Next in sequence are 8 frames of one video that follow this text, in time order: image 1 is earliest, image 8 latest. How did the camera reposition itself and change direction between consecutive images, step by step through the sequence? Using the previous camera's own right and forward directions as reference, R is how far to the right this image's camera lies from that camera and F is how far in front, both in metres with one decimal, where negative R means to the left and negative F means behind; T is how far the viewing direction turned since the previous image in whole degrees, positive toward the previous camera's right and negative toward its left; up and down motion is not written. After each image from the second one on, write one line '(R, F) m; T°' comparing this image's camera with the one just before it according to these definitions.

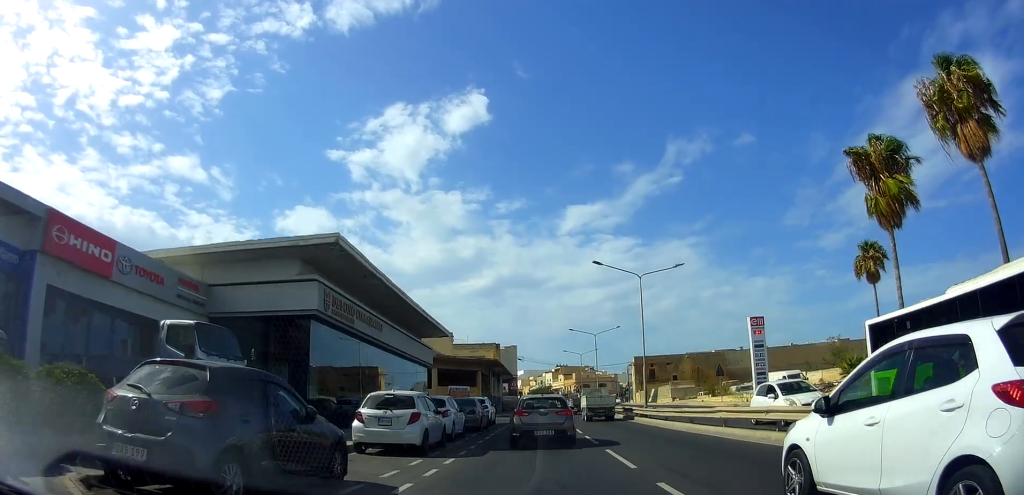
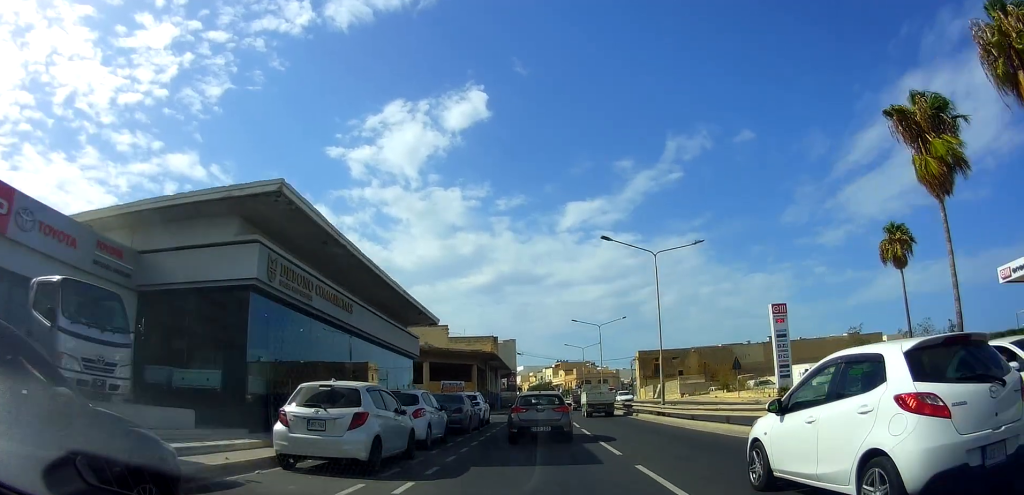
(-0.1, +4.3) m; -1°
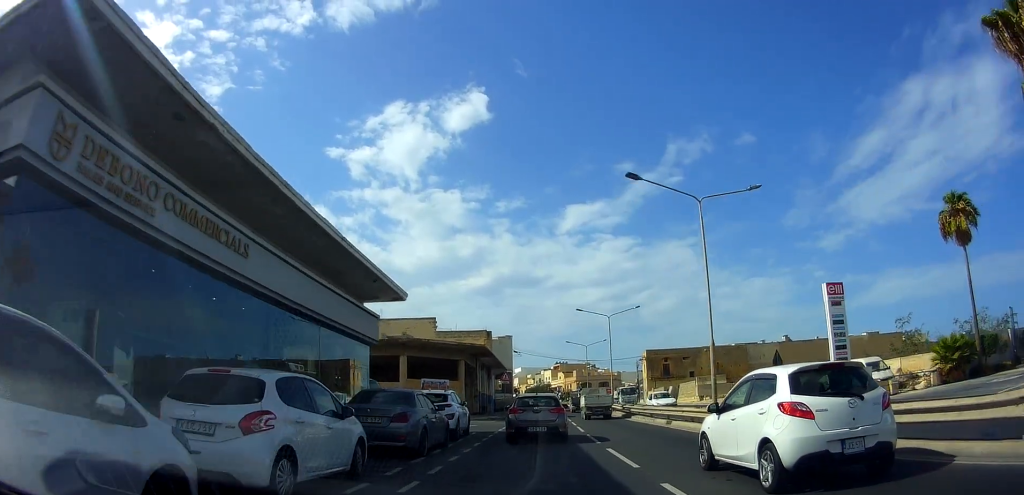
(0.0, +8.3) m; 0°
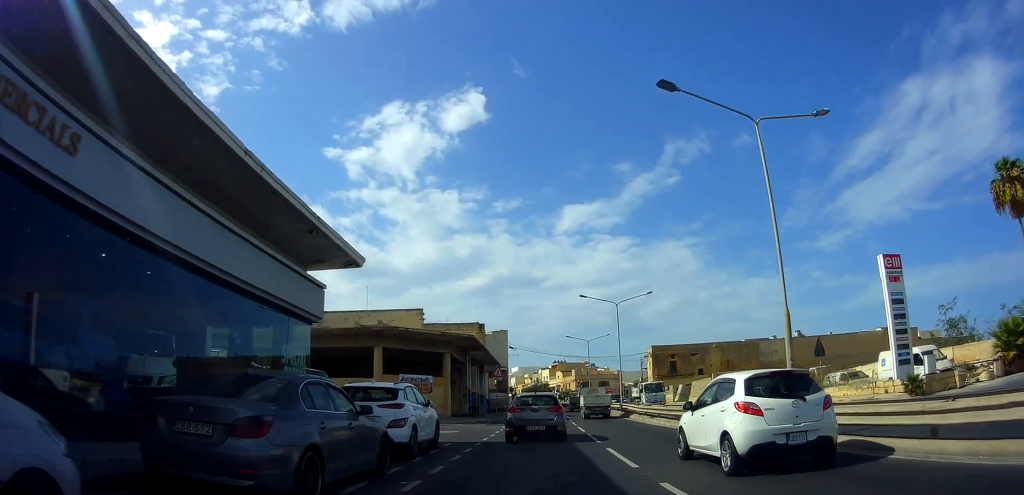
(0.0, +6.1) m; +1°
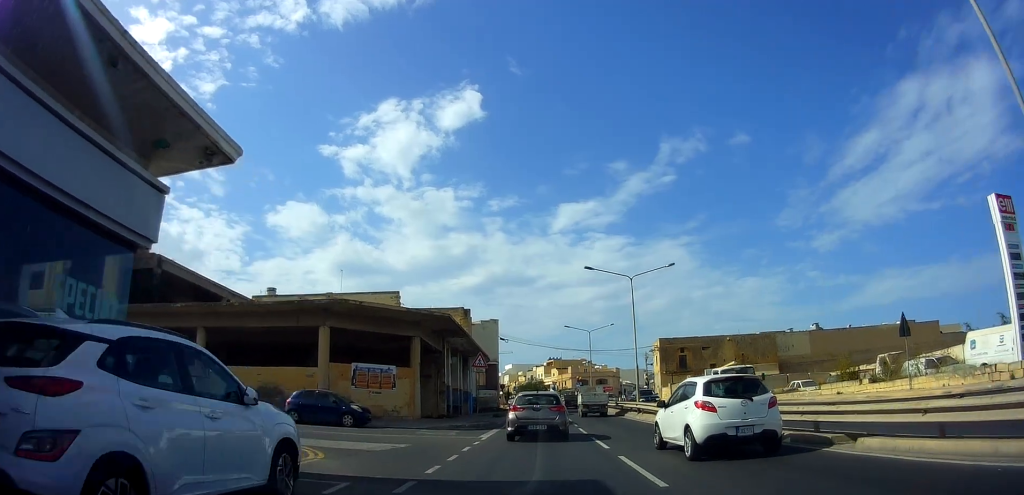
(+0.1, +8.3) m; 0°
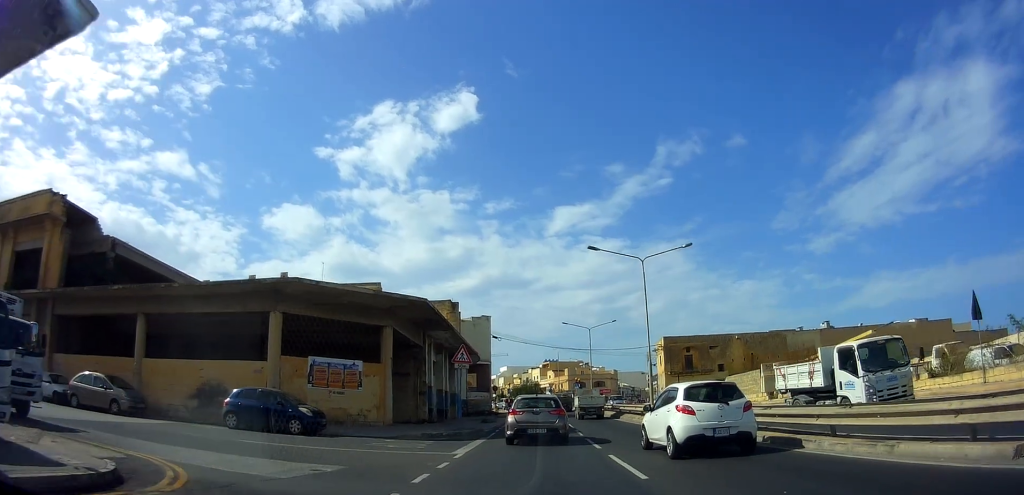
(0.0, +4.9) m; 0°
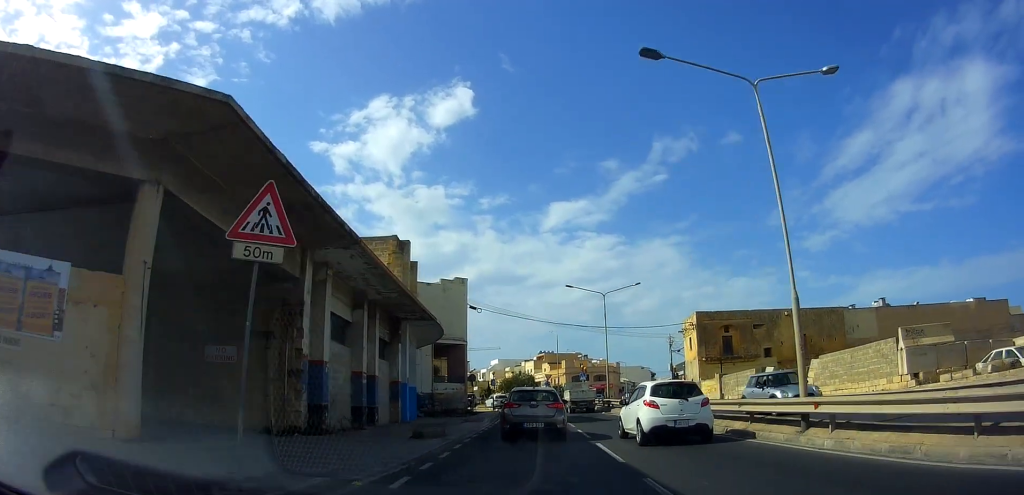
(-0.1, +16.4) m; +1°
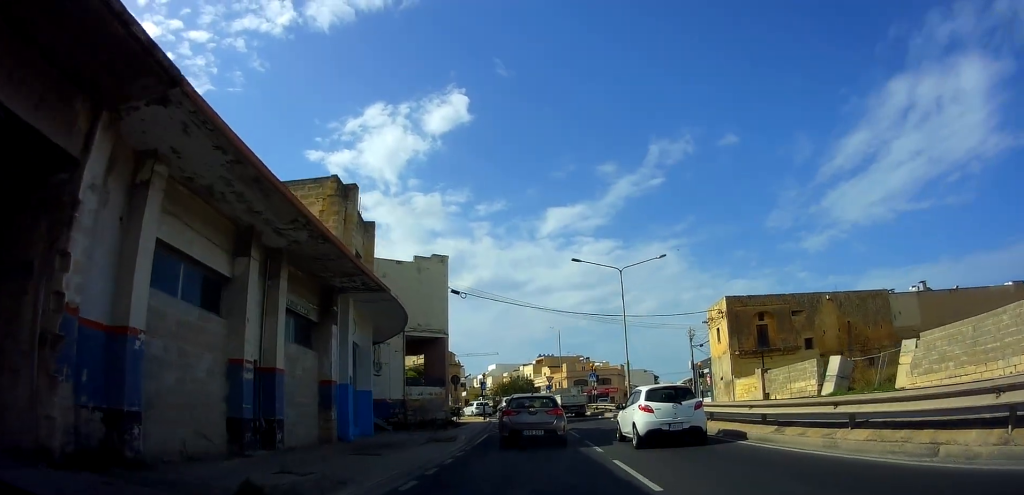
(+0.1, +9.0) m; +1°
